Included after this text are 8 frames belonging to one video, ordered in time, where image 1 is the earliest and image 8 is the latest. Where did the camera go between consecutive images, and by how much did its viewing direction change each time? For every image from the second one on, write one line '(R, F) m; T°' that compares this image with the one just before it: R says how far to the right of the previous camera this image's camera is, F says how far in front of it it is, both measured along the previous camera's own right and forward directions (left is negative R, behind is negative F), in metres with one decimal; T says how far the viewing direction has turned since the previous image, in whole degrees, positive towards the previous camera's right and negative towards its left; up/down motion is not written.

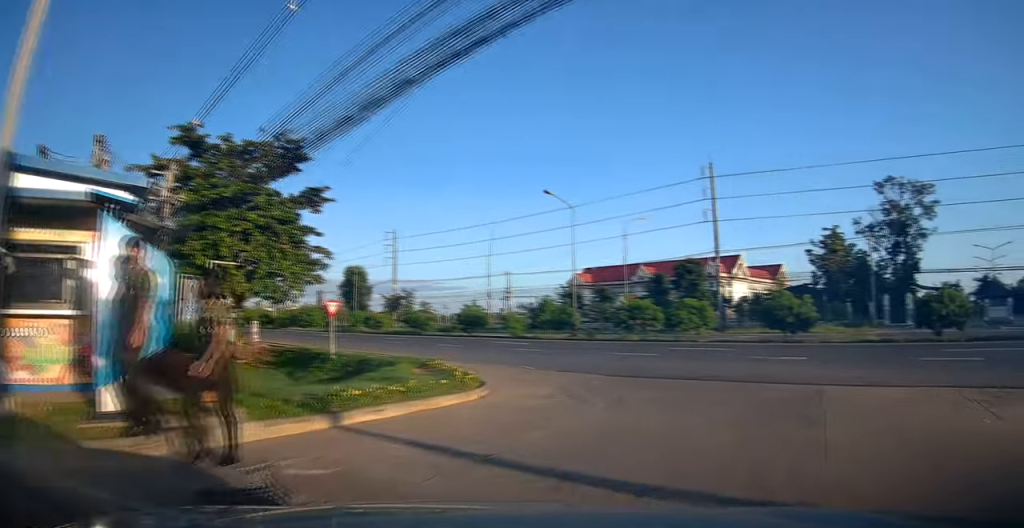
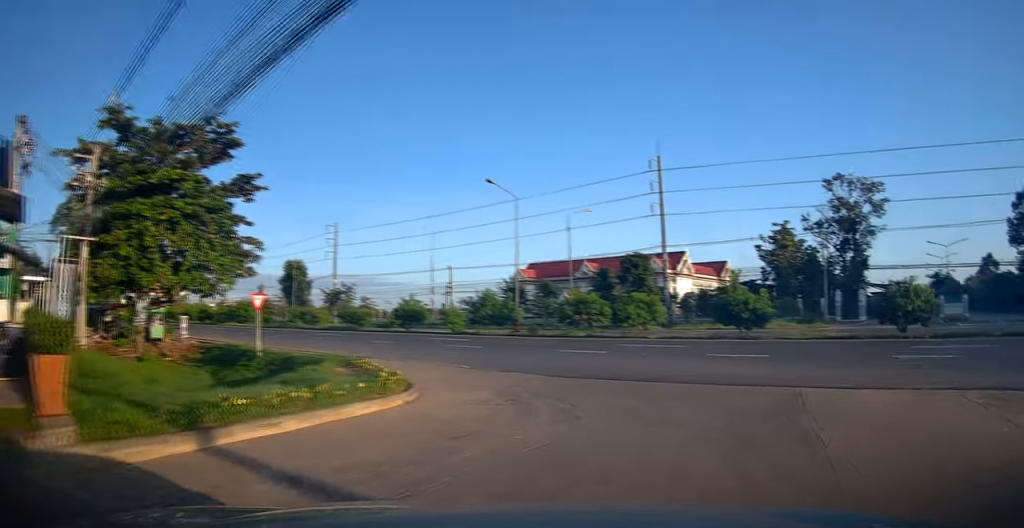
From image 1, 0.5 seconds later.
(+0.5, +2.0) m; +5°
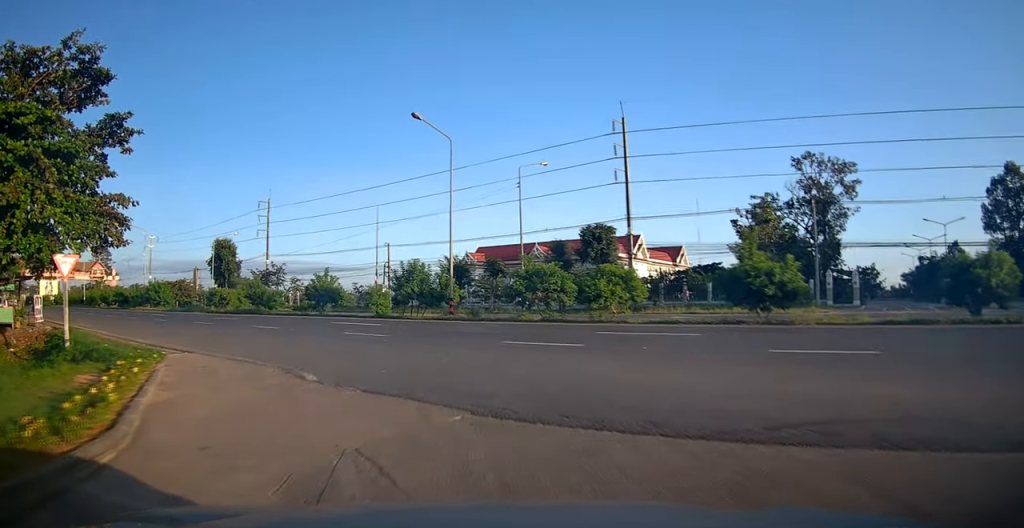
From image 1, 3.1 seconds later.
(-0.1, +9.6) m; +3°
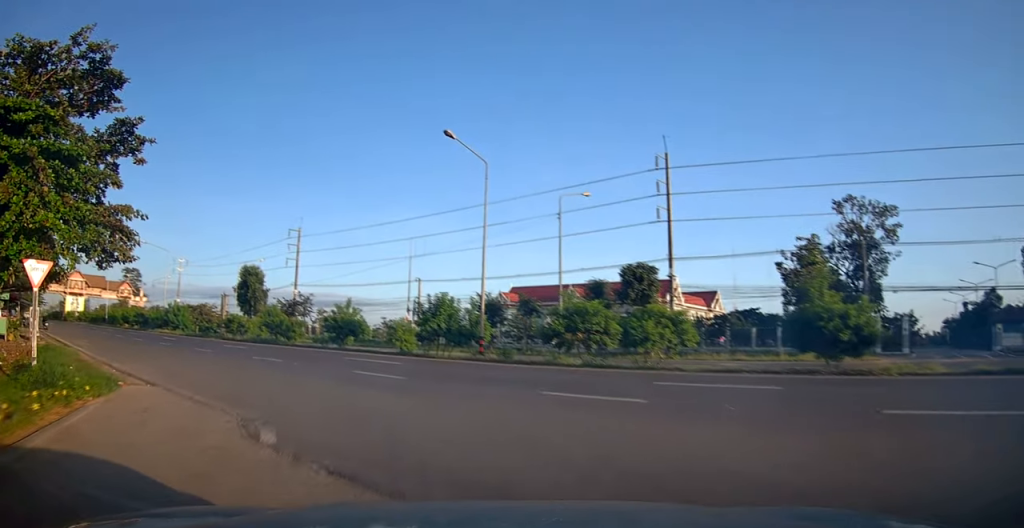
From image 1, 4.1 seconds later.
(+0.6, +2.9) m; -2°
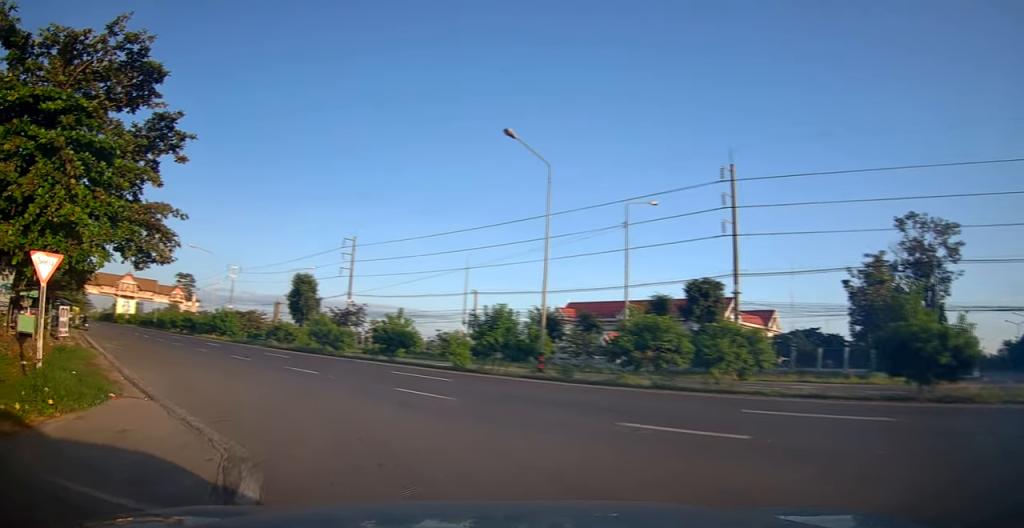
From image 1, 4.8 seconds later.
(-0.5, +2.0) m; -16°
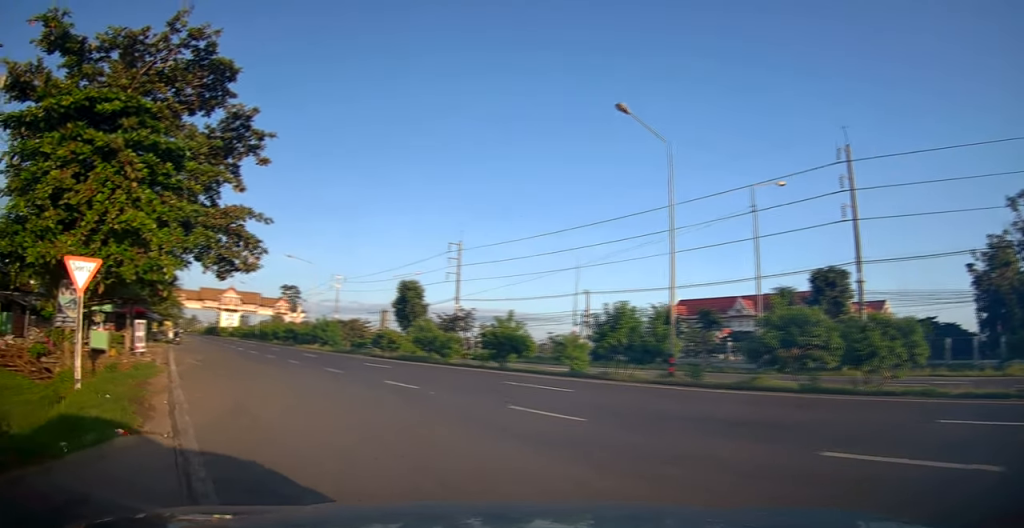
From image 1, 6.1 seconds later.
(-0.4, +3.0) m; -11°
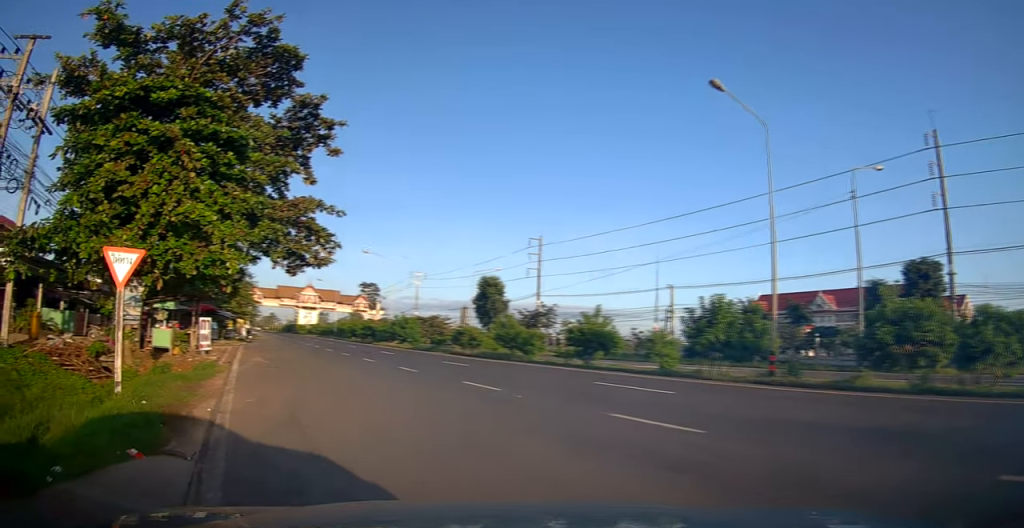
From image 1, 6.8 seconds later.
(0.0, +1.8) m; -3°
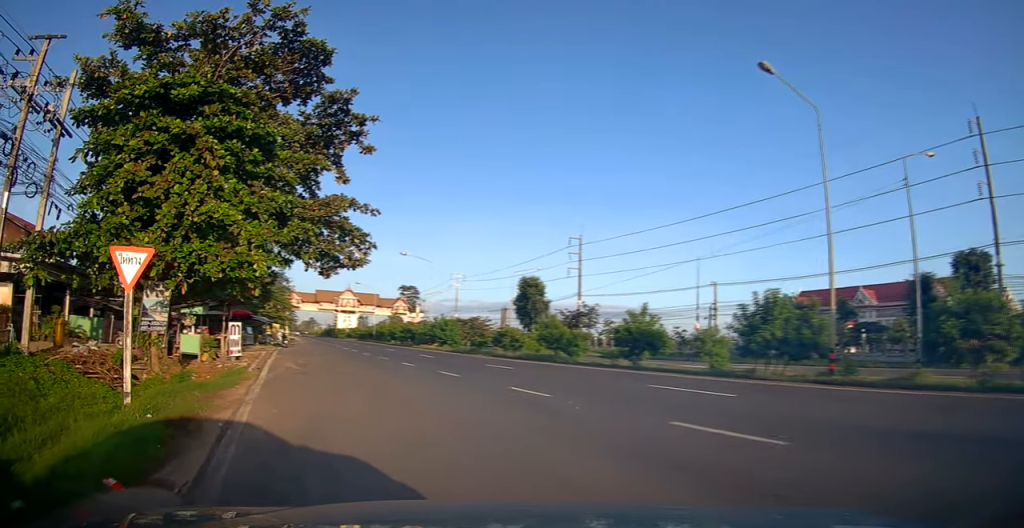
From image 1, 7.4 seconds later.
(0.0, +1.4) m; -3°
